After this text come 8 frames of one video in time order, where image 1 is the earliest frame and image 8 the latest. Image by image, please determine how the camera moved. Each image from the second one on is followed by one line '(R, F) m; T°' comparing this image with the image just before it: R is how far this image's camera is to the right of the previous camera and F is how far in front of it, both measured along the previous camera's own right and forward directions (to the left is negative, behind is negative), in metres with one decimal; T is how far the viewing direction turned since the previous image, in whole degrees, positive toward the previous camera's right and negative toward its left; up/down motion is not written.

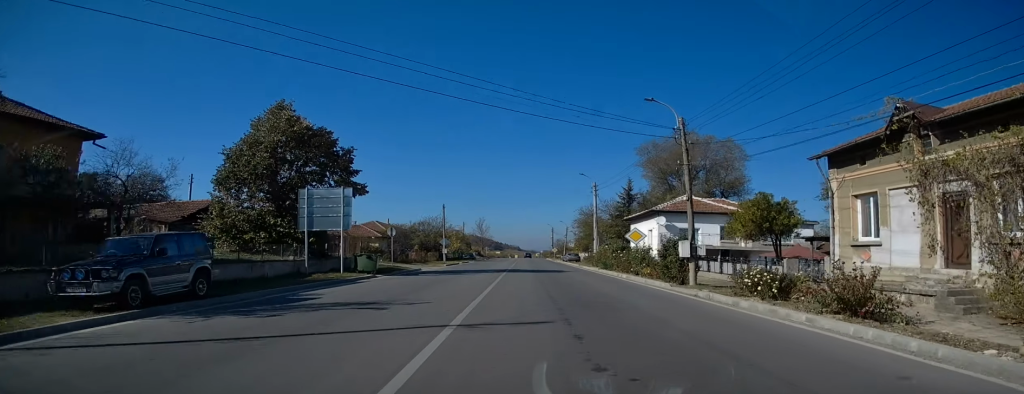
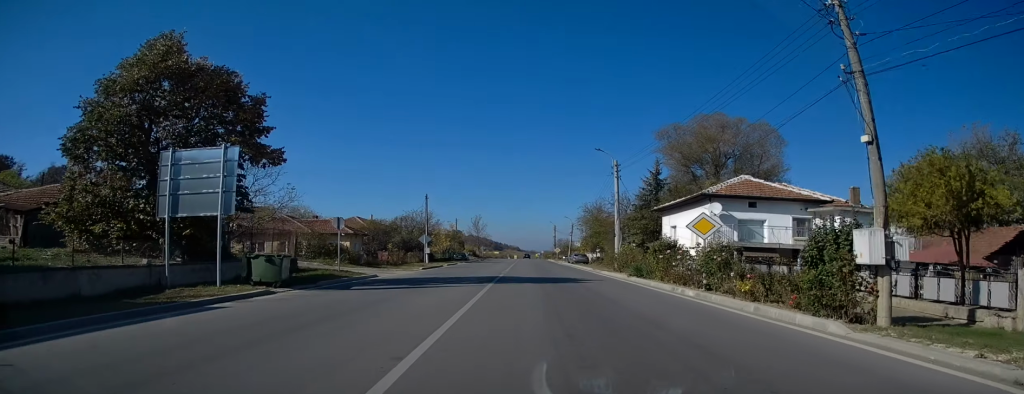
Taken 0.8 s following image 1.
(+0.1, +11.2) m; 0°
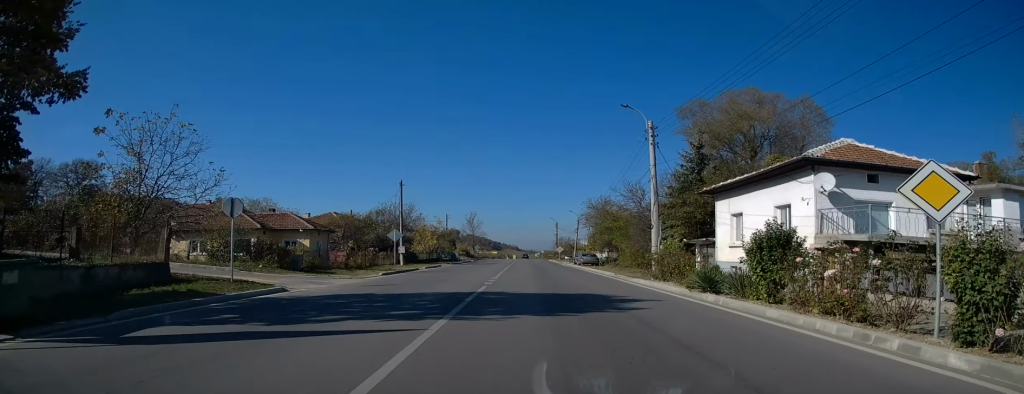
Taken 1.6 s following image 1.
(-0.1, +10.7) m; -1°
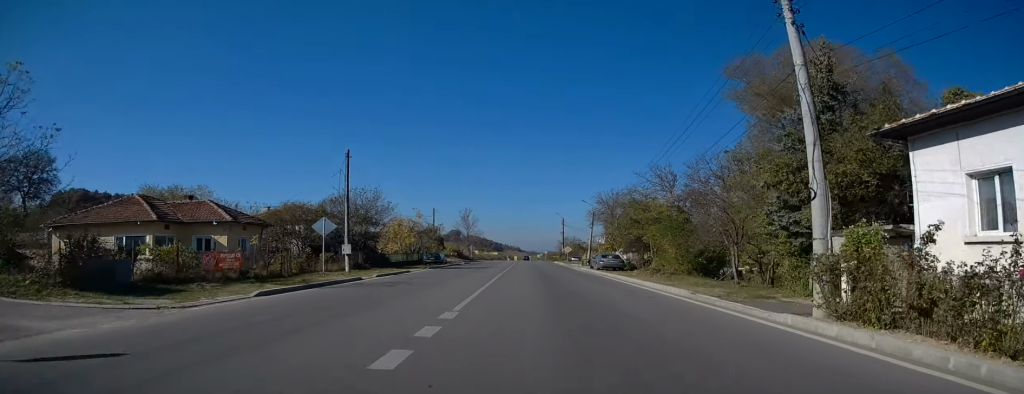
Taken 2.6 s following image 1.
(-0.2, +13.8) m; -1°
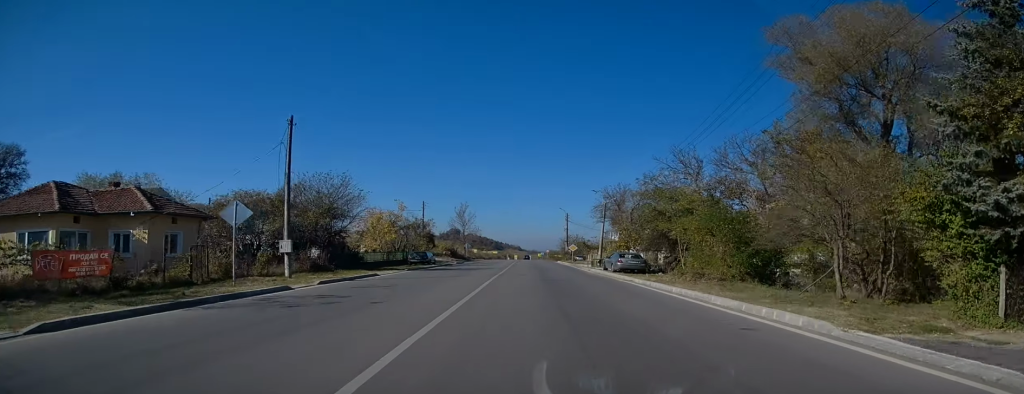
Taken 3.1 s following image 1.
(-0.1, +7.8) m; +1°
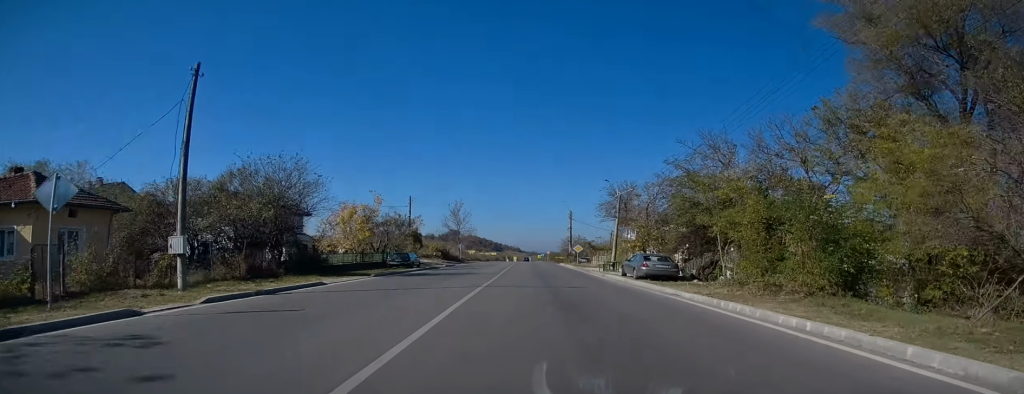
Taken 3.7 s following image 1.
(+0.2, +7.3) m; 0°
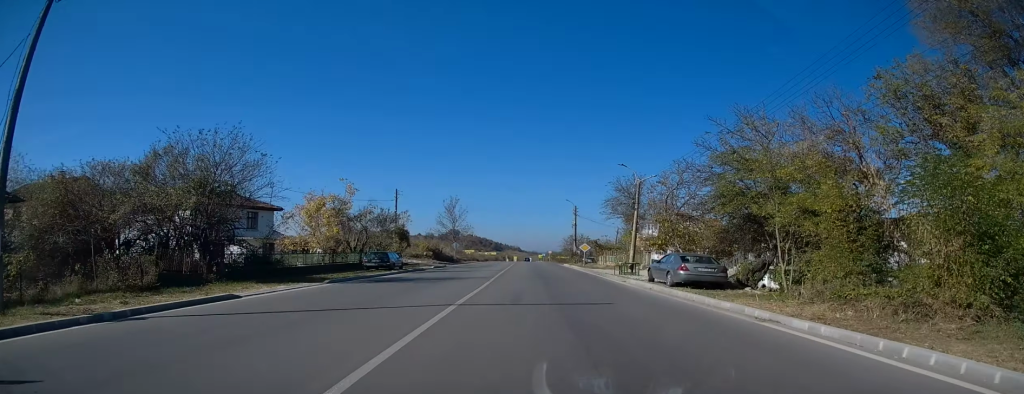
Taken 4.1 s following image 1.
(+0.2, +6.4) m; 0°
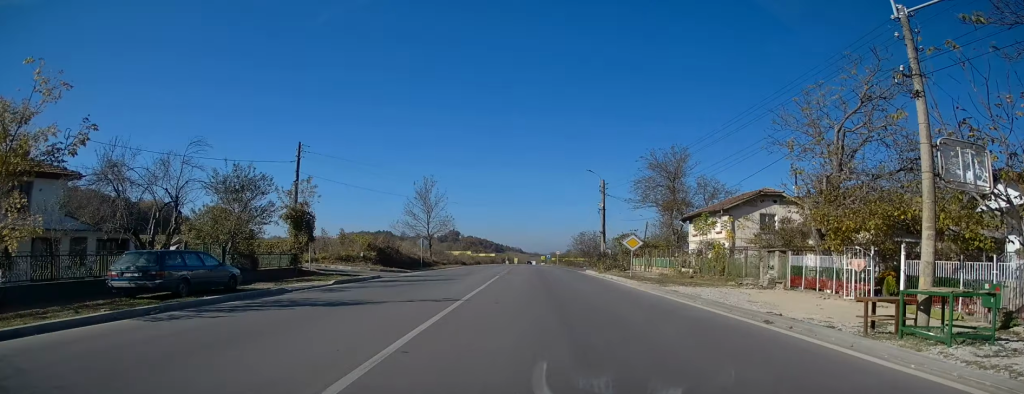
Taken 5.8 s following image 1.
(-0.4, +23.3) m; -1°
